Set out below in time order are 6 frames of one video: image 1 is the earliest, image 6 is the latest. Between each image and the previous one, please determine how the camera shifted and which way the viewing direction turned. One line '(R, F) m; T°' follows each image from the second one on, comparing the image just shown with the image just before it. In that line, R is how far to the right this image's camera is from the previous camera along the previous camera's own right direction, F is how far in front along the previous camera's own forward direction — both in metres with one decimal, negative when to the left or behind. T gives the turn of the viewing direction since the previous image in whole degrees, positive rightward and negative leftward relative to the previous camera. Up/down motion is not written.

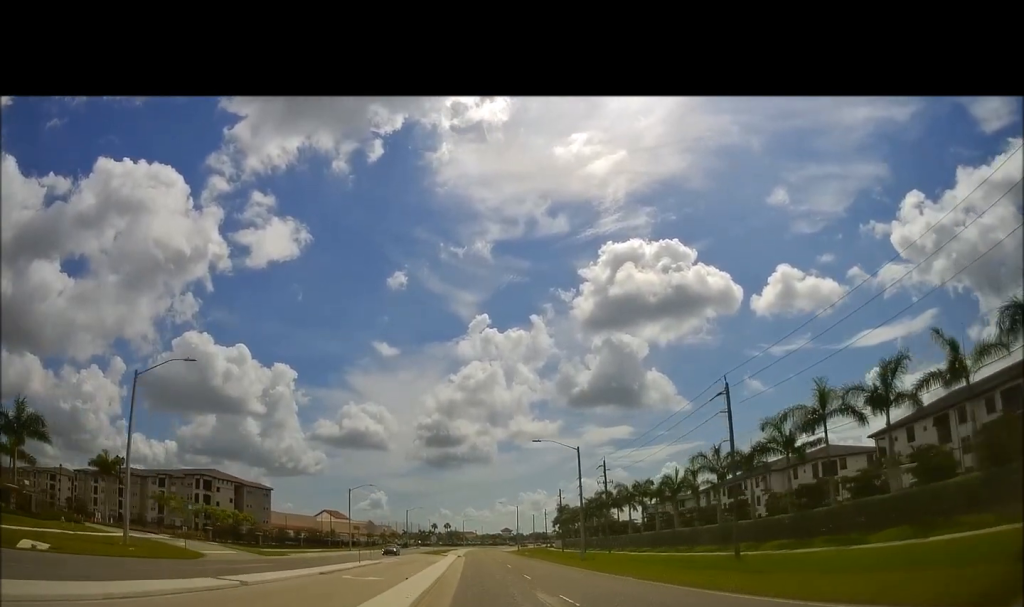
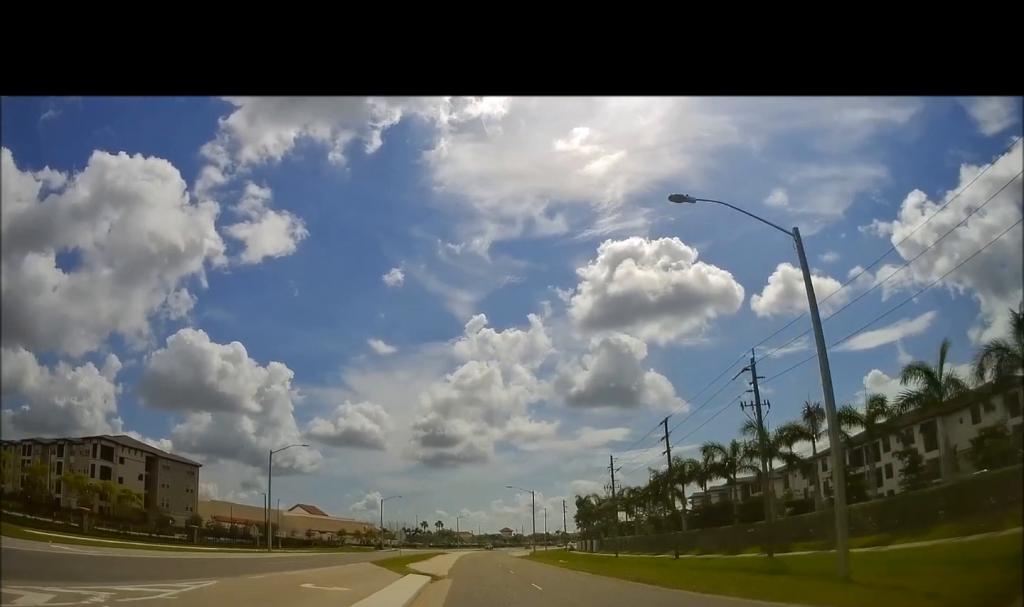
(-0.2, +41.7) m; -1°
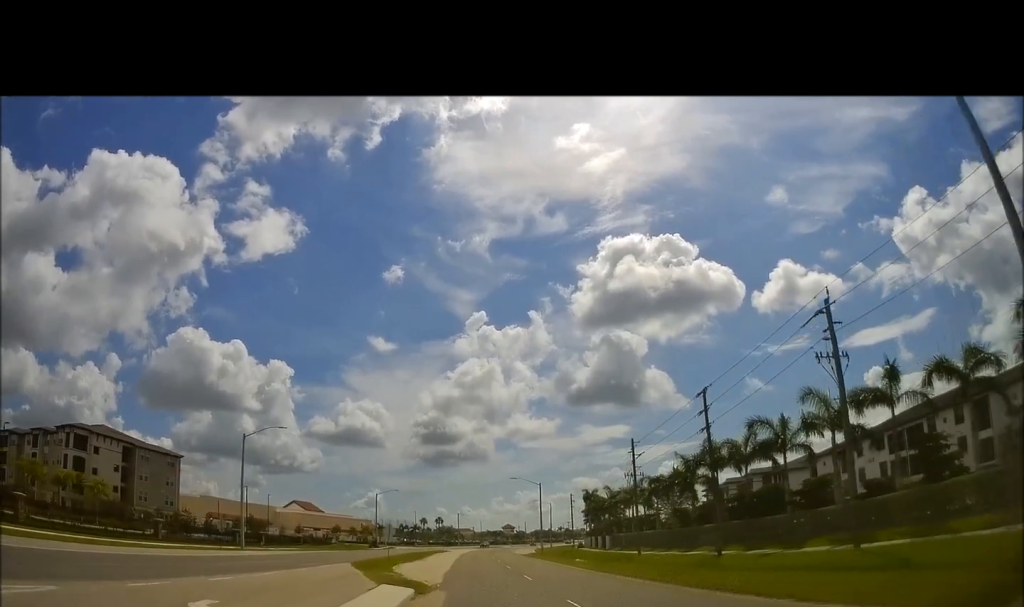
(0.0, +8.6) m; 0°
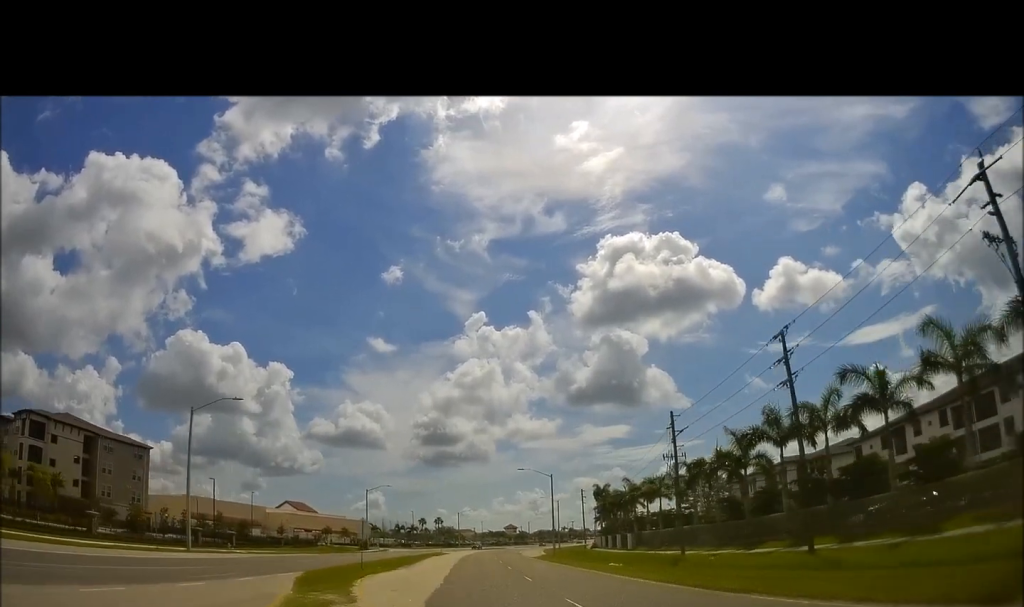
(-0.3, +11.9) m; 0°
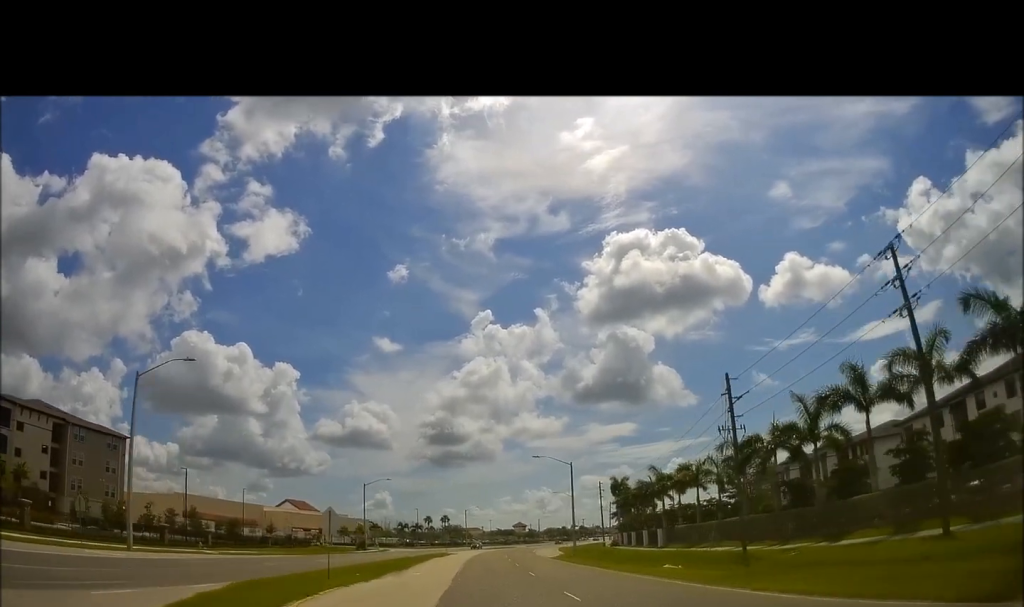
(+0.1, +9.9) m; 0°
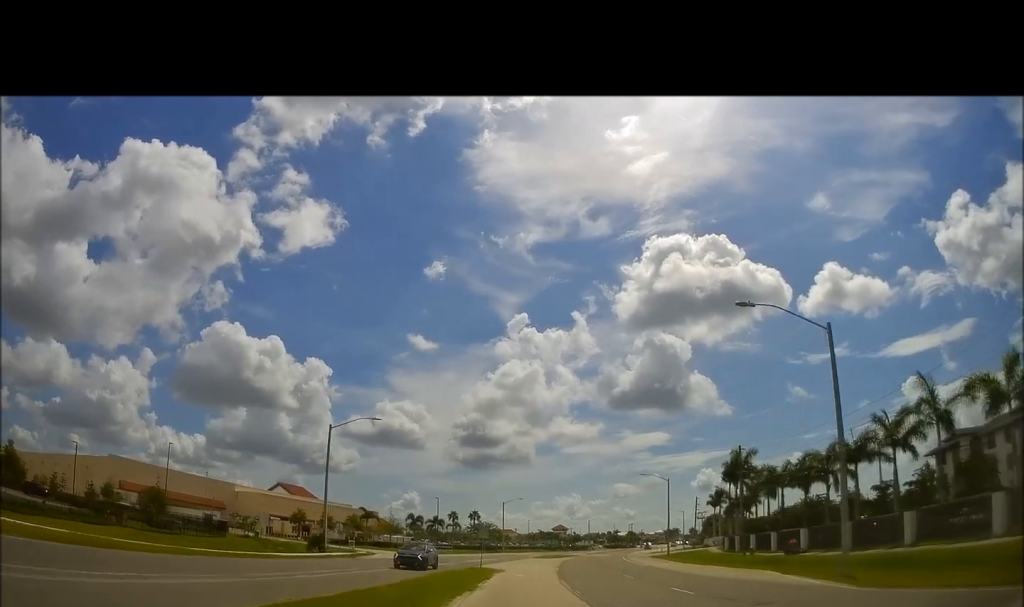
(-1.3, +46.8) m; -3°
